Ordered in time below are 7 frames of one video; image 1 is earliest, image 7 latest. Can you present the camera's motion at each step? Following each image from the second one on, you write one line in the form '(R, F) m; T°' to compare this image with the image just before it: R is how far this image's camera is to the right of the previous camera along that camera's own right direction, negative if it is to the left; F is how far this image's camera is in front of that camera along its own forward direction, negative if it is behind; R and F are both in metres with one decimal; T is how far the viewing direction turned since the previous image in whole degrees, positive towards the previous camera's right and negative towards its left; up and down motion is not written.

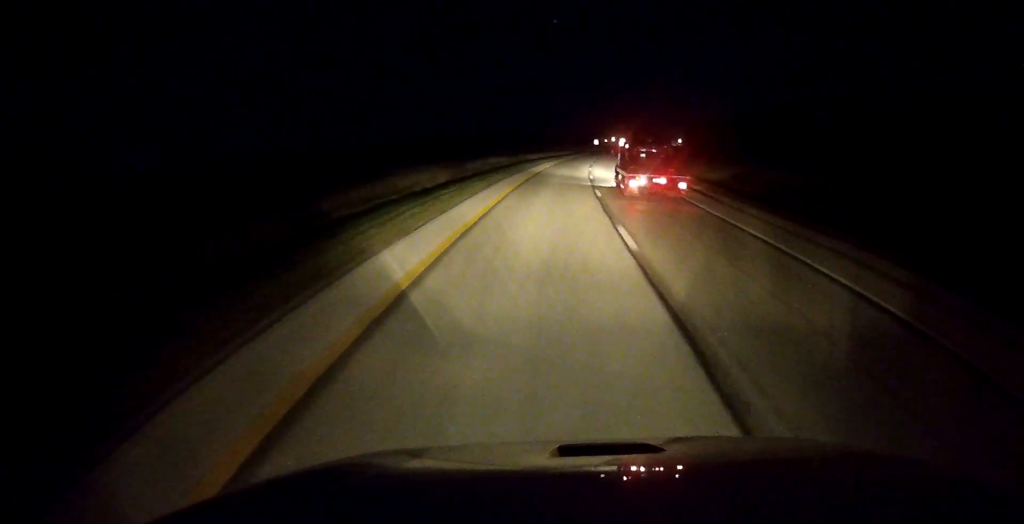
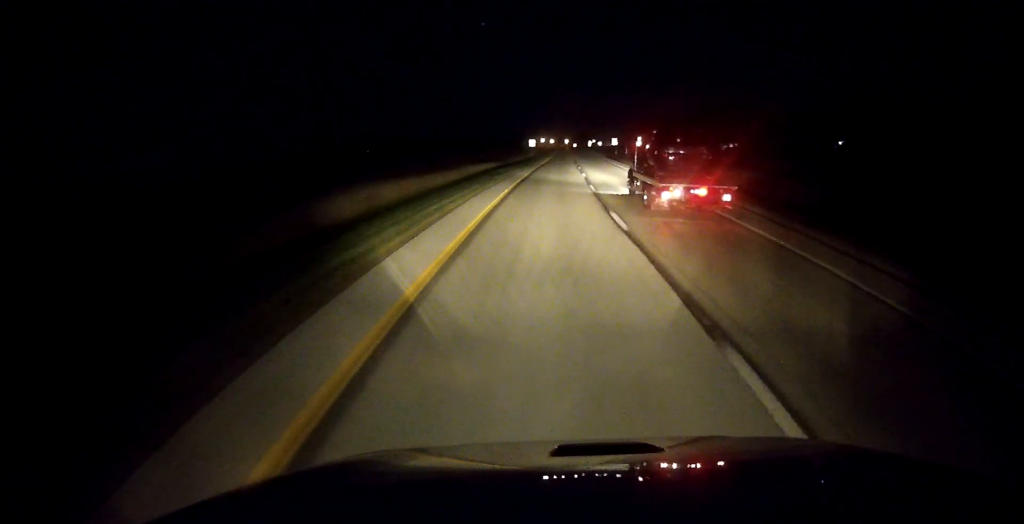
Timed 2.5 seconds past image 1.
(+4.2, +69.7) m; +7°
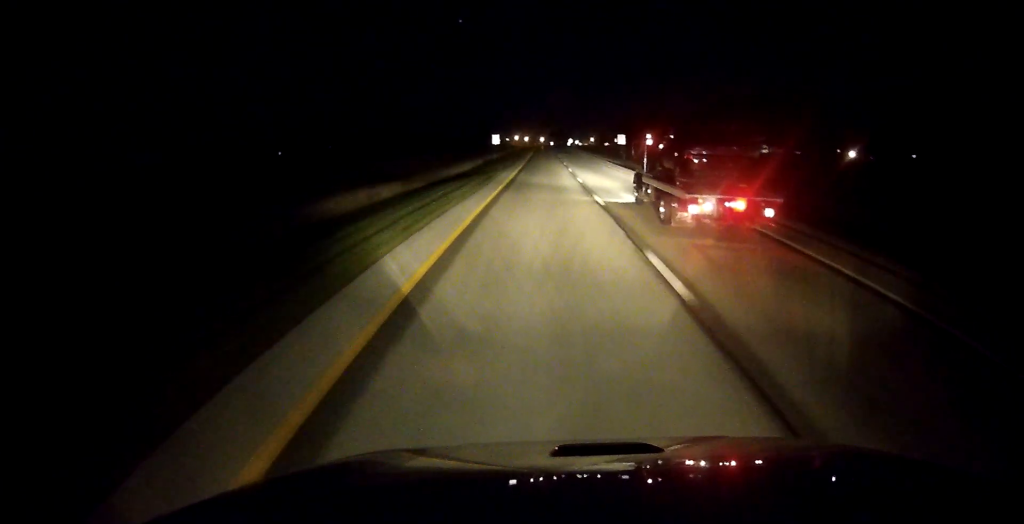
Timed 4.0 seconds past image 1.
(+0.5, +43.2) m; +1°
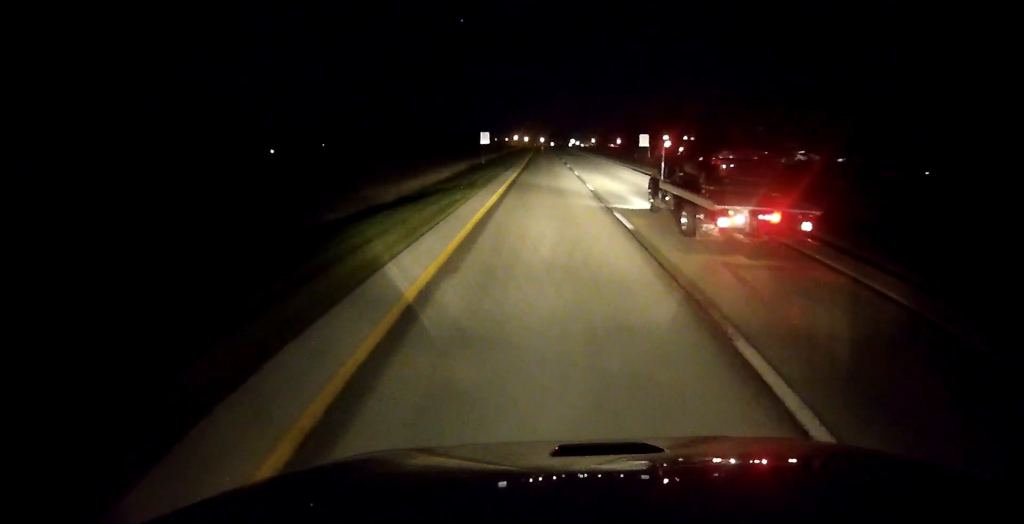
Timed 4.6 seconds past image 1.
(+0.1, +17.4) m; 0°
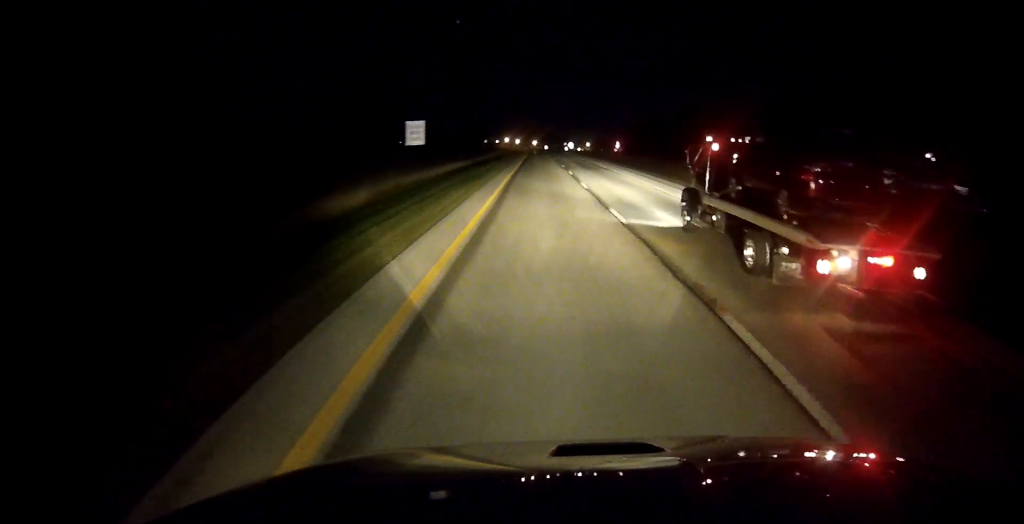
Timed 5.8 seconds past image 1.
(+0.3, +35.0) m; 0°
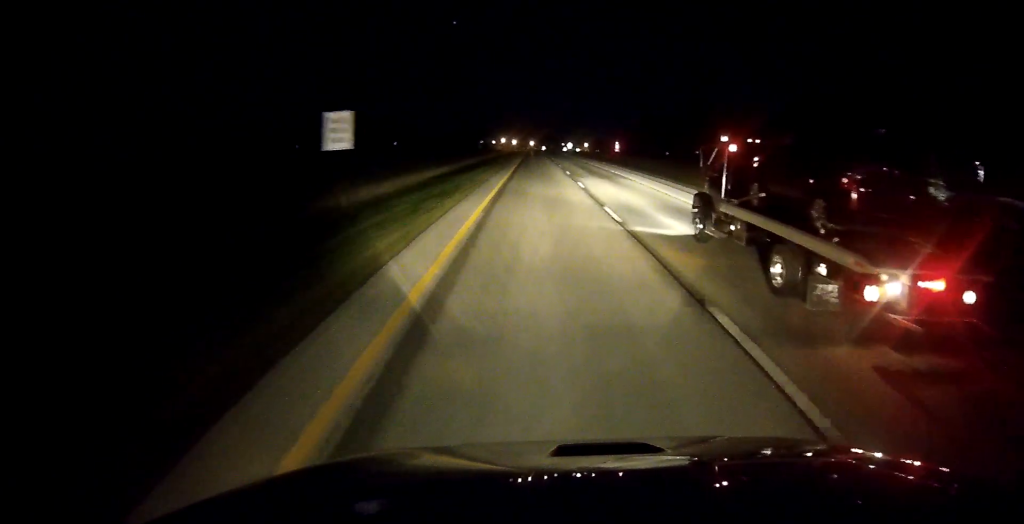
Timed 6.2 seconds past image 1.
(-0.1, +11.7) m; 0°
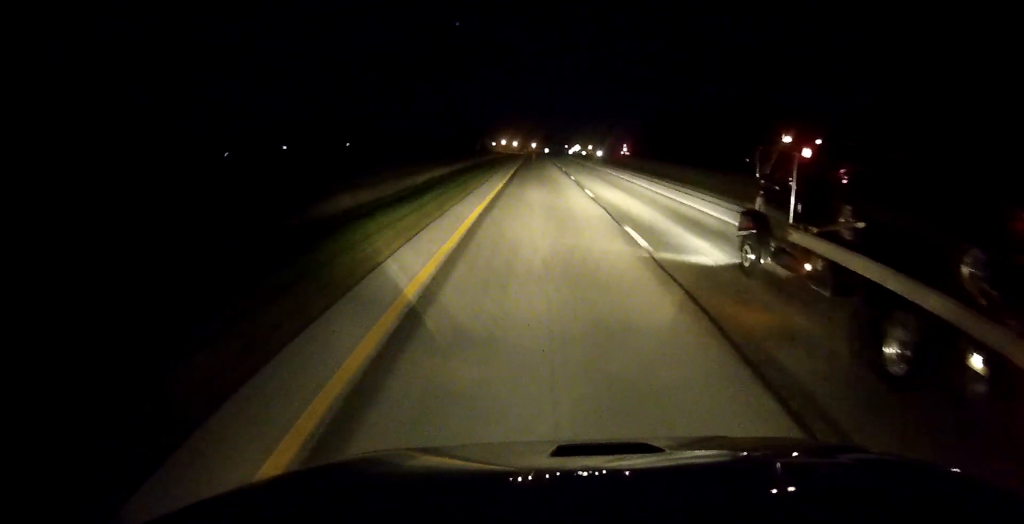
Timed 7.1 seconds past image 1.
(+0.1, +28.4) m; 0°
